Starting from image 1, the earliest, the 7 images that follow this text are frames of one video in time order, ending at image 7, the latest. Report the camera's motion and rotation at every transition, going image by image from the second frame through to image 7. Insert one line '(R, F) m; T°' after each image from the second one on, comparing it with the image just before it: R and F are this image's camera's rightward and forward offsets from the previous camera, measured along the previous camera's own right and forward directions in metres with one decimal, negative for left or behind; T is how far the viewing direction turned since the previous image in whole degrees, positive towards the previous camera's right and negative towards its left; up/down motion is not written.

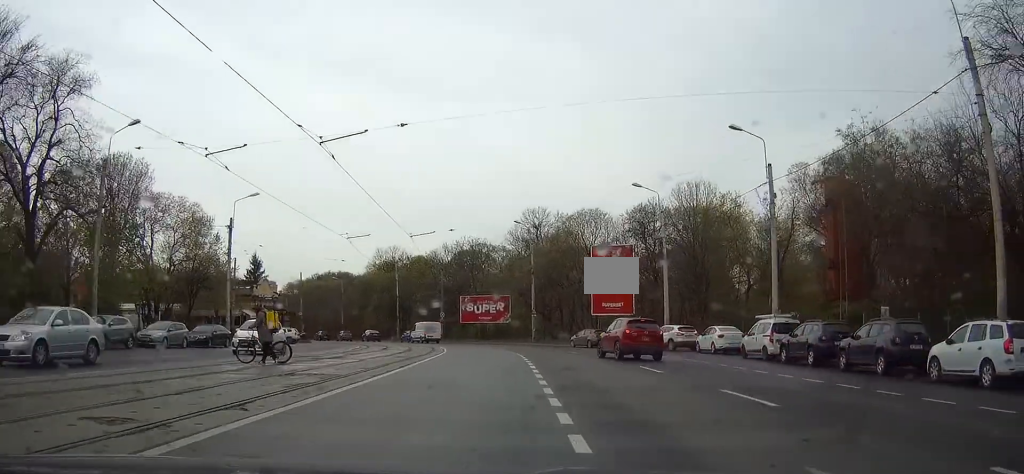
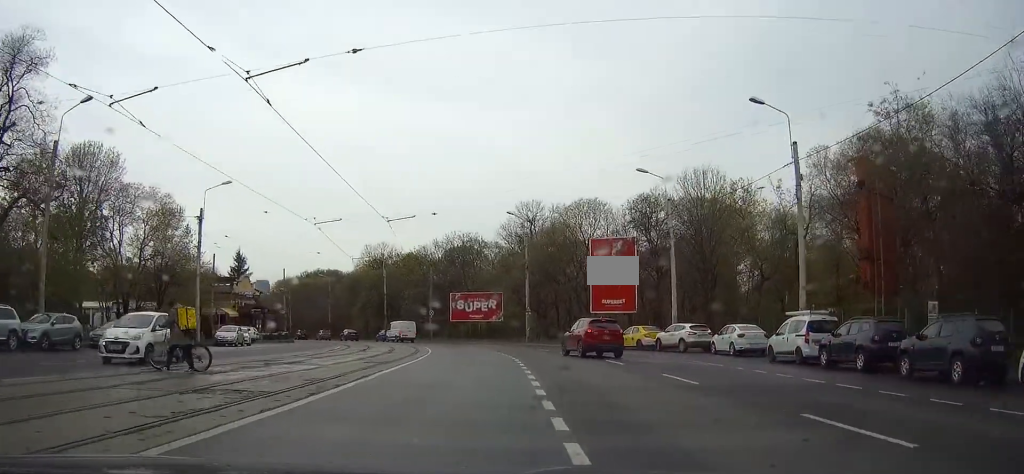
(0.0, +4.2) m; -1°
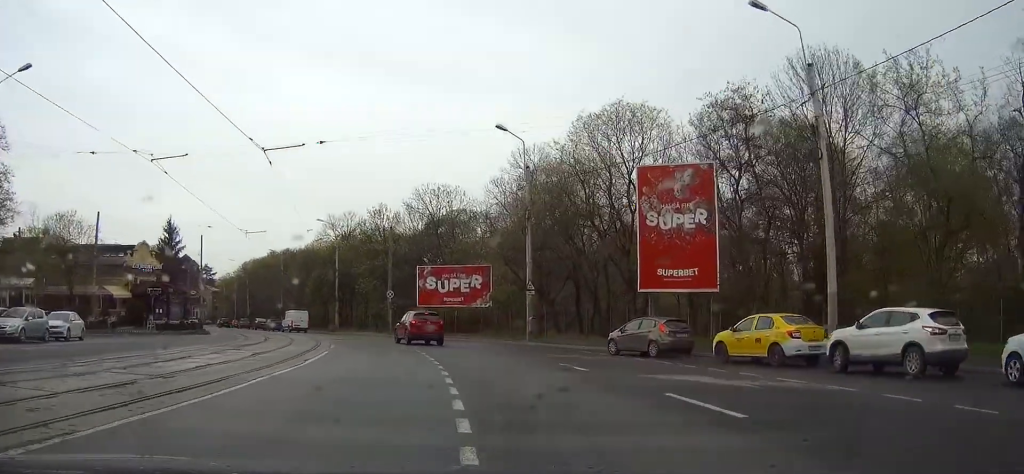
(-0.4, +24.4) m; -2°
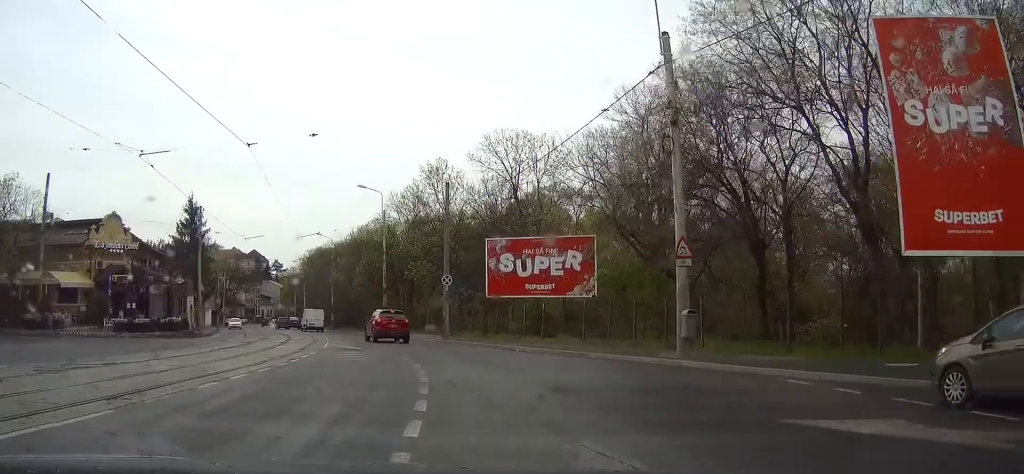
(-0.7, +18.6) m; -6°
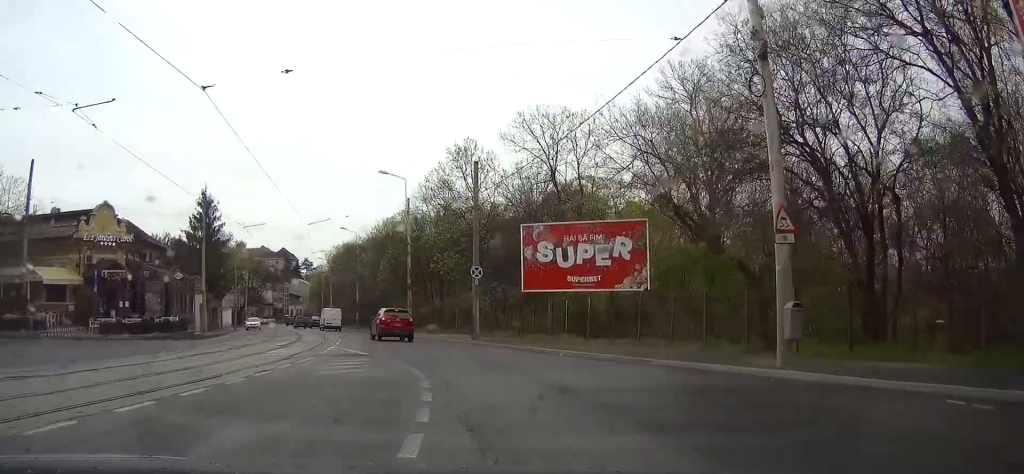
(0.0, +5.3) m; -2°
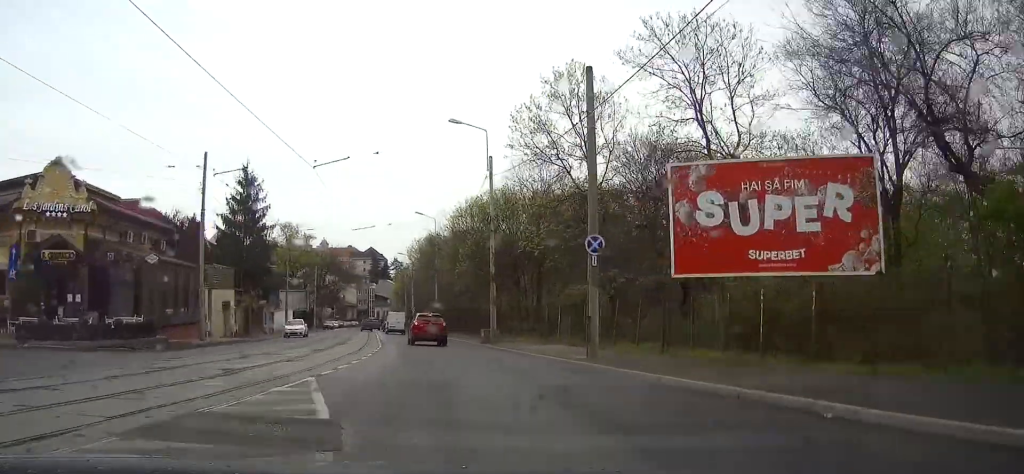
(-1.0, +14.6) m; -8°
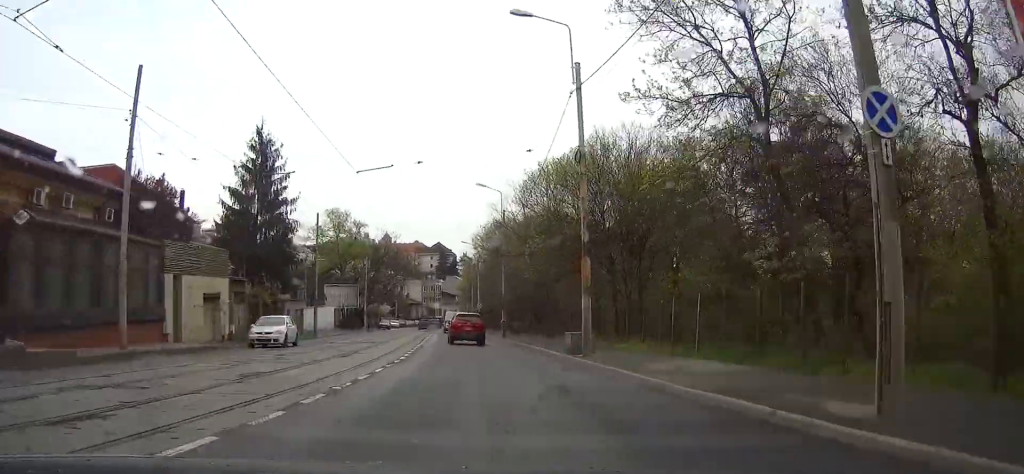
(-0.9, +14.2) m; -6°
